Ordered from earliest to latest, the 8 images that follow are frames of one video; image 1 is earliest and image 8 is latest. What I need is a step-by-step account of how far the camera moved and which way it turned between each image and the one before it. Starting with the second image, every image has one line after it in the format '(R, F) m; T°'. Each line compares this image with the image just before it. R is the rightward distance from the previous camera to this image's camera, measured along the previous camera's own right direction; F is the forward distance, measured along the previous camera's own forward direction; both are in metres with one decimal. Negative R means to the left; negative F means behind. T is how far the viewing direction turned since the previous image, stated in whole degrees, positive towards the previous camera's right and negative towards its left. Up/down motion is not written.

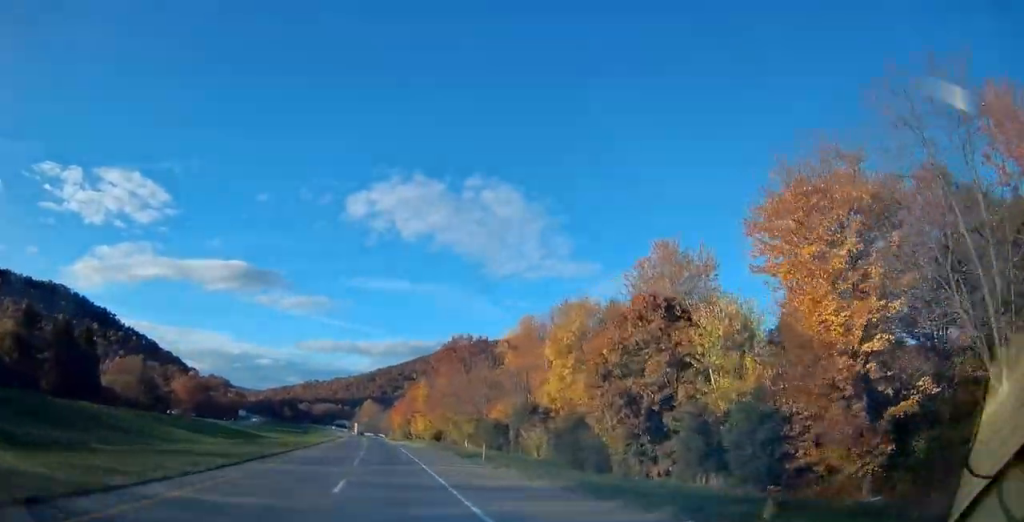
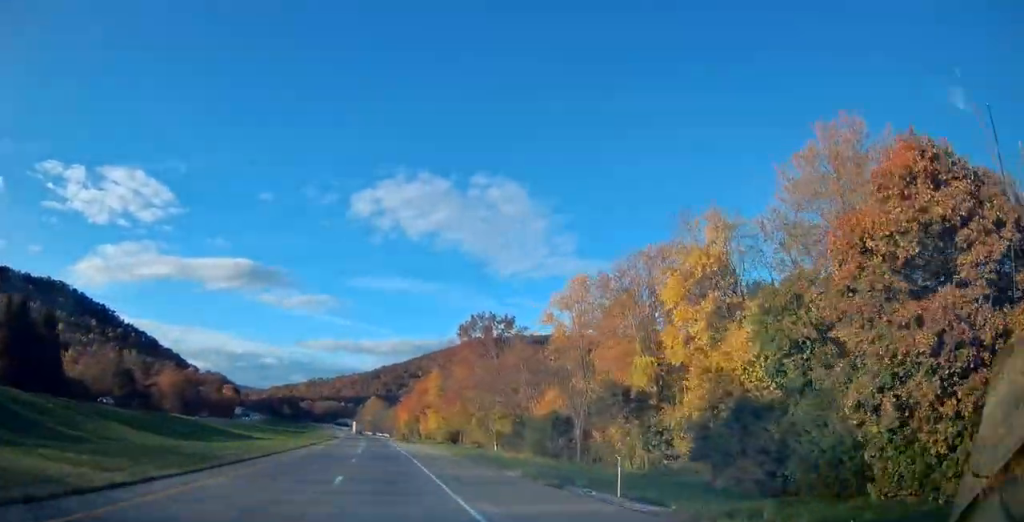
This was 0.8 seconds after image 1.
(0.0, +22.8) m; 0°
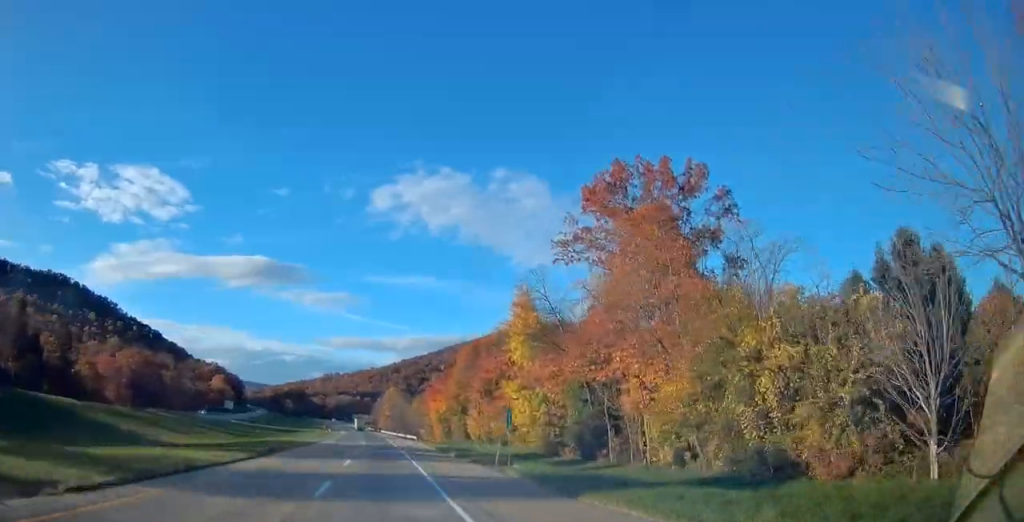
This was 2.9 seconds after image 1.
(-0.8, +63.7) m; -2°
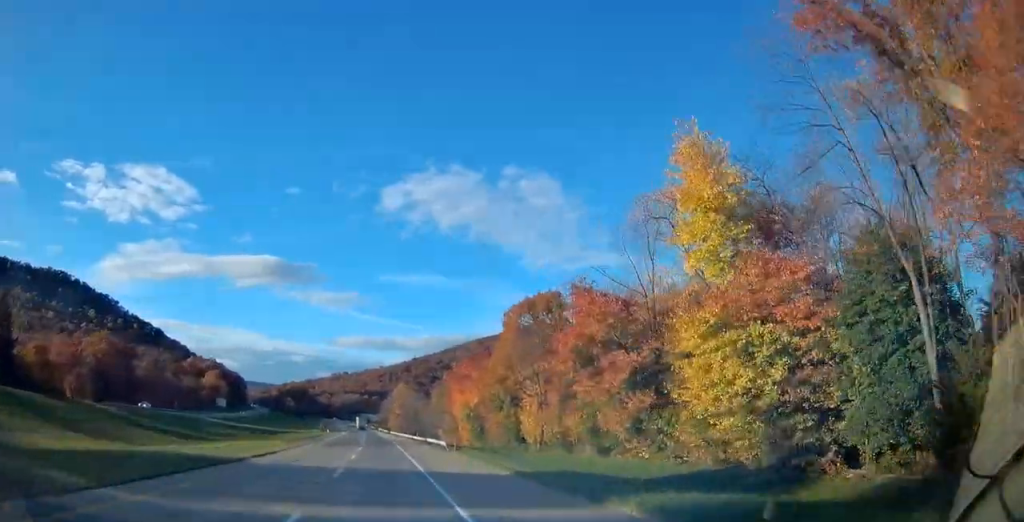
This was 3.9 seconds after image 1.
(-0.4, +31.0) m; -1°
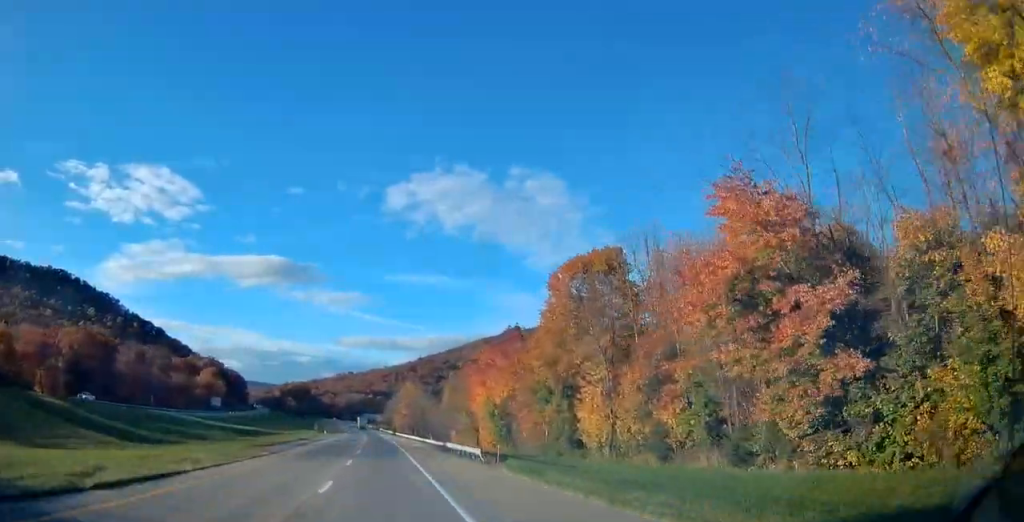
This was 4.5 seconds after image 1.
(0.0, +17.0) m; -1°
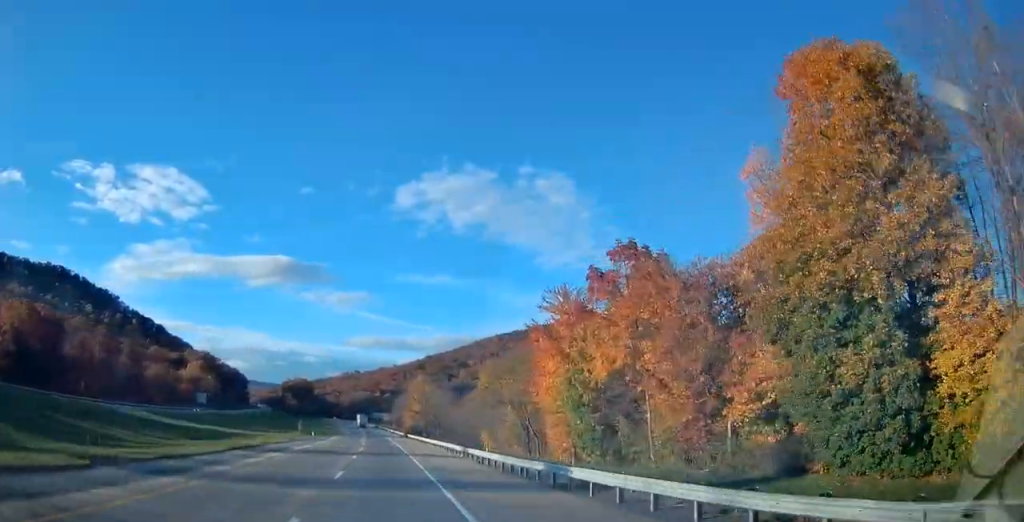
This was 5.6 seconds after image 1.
(-0.4, +32.1) m; -1°
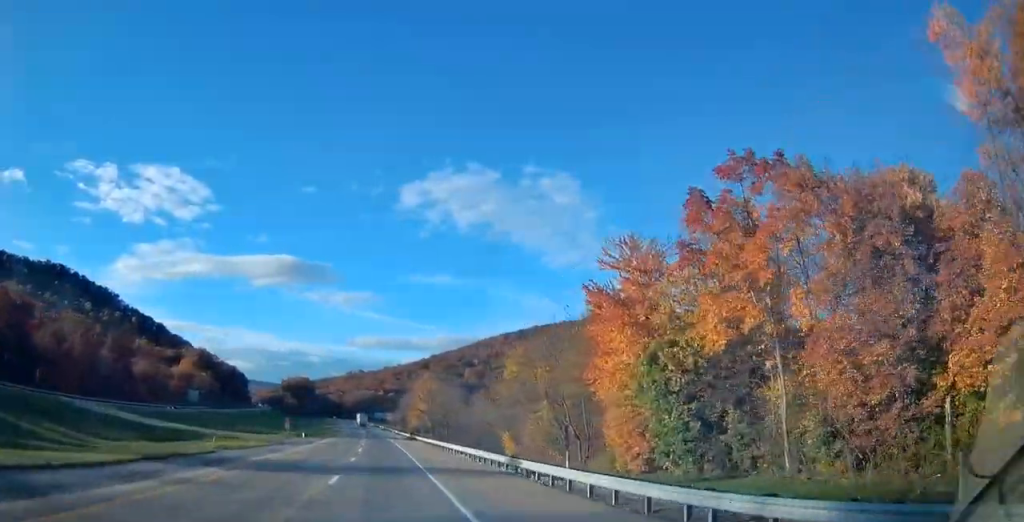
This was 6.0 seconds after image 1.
(0.0, +14.2) m; 0°
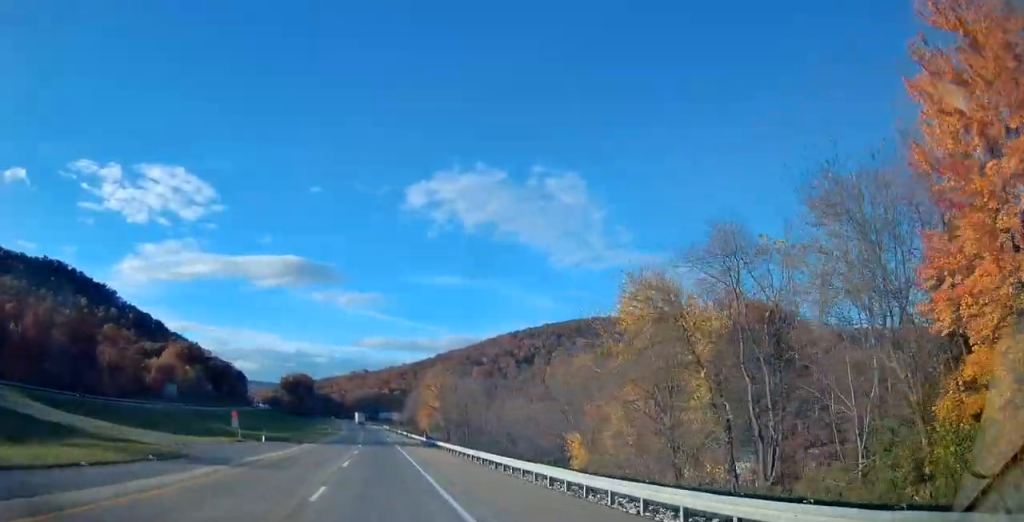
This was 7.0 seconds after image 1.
(+0.1, +28.5) m; -1°
